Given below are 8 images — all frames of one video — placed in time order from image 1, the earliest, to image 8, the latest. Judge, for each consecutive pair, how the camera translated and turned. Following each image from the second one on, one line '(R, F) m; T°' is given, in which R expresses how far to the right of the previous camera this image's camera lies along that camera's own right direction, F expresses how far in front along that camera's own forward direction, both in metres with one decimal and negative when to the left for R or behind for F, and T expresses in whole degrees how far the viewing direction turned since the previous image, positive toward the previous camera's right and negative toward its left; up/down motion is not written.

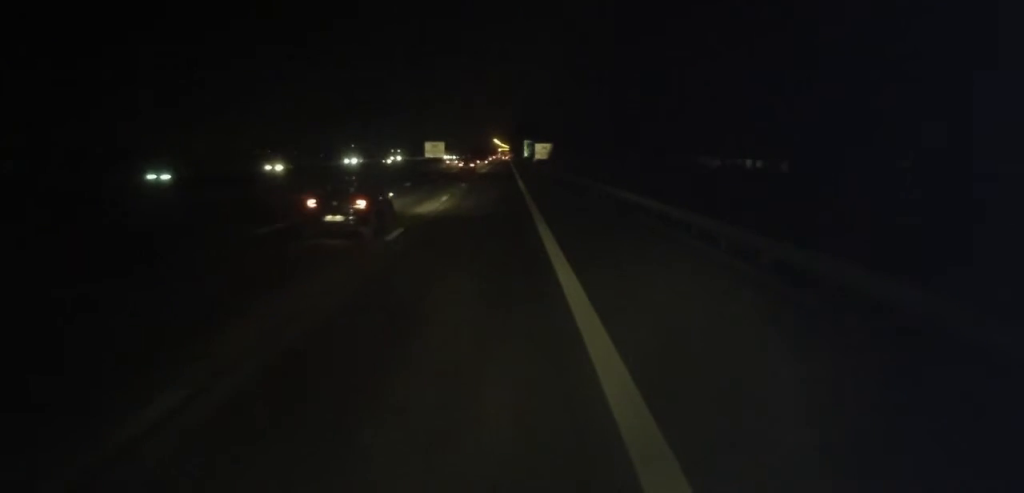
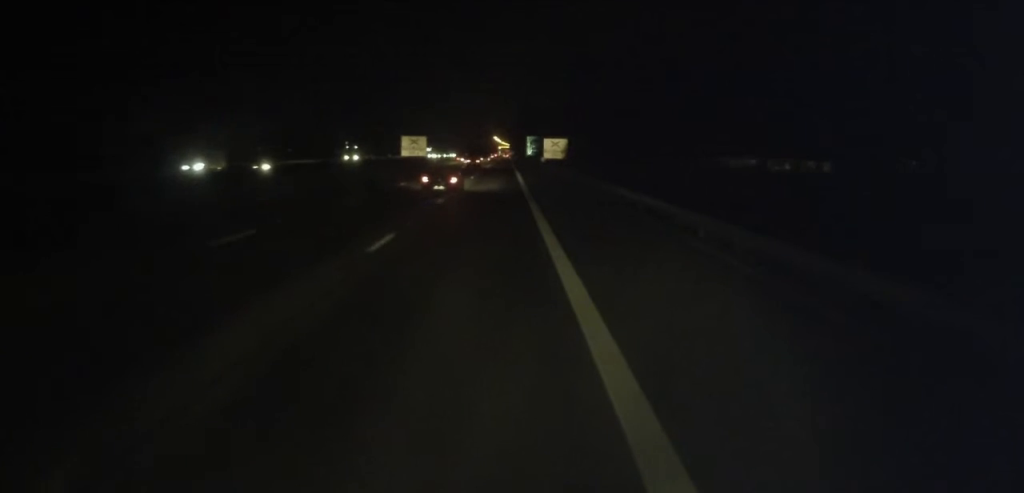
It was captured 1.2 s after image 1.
(-0.1, +27.5) m; 0°
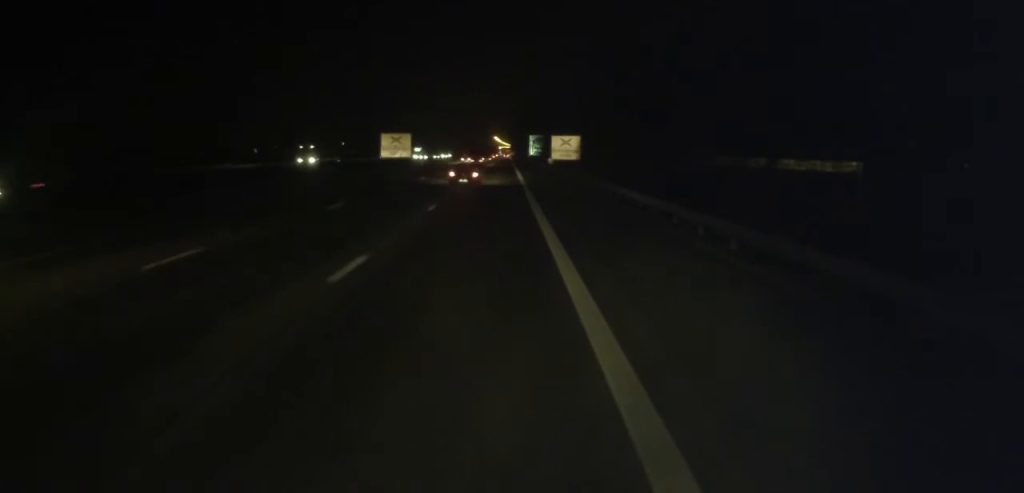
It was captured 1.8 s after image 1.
(+0.1, +15.7) m; 0°
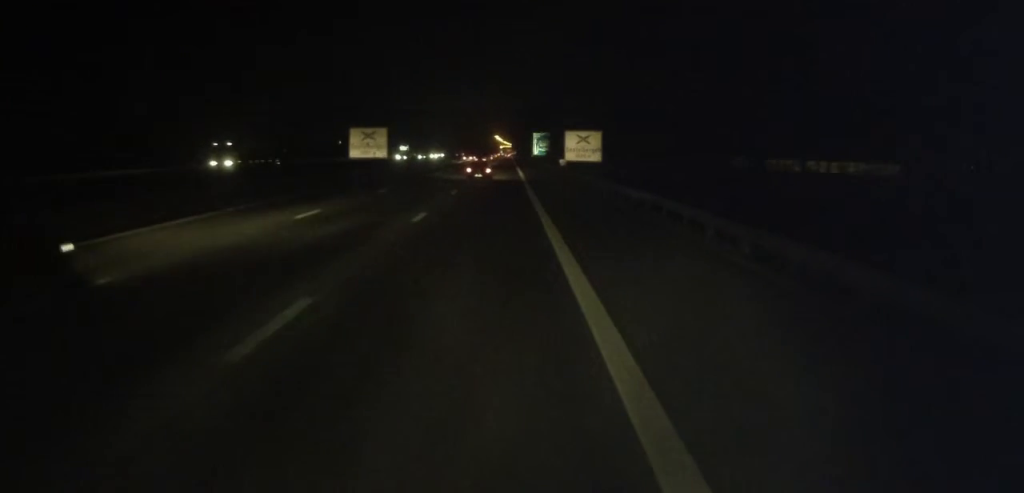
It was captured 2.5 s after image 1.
(0.0, +16.5) m; 0°
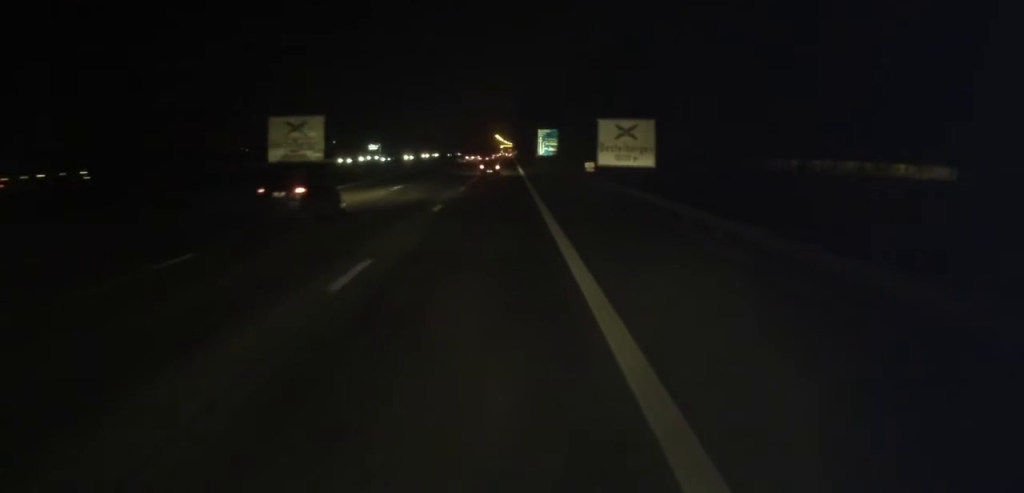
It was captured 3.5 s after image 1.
(0.0, +22.0) m; 0°
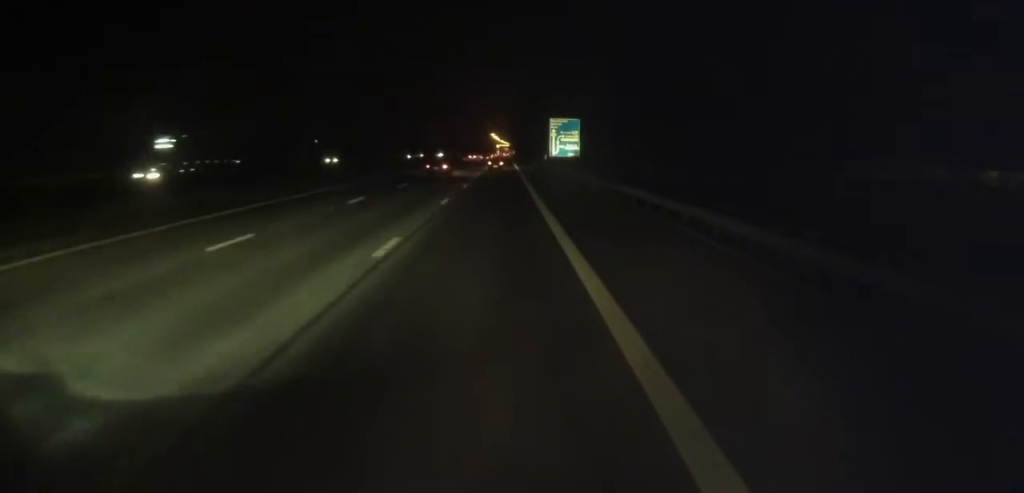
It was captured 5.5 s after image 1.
(0.0, +47.1) m; 0°
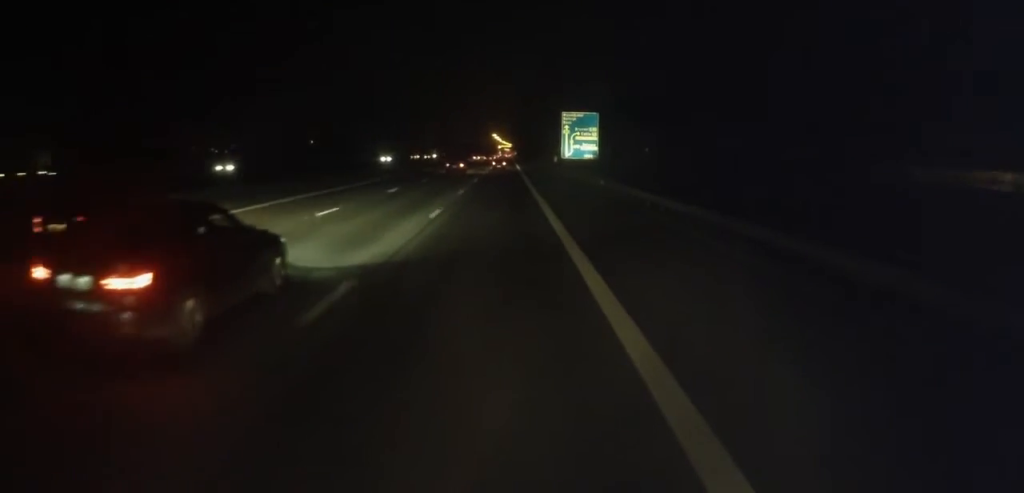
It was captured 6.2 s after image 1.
(+0.1, +17.3) m; 0°
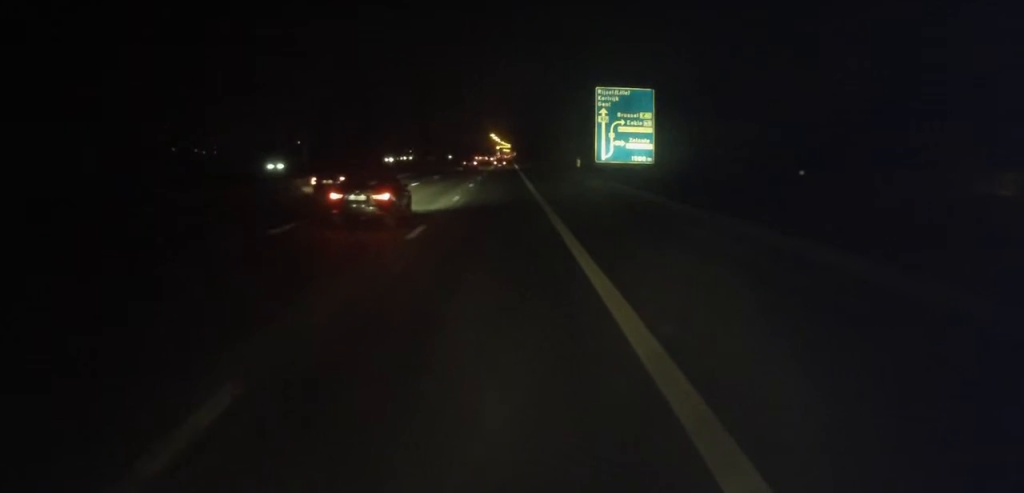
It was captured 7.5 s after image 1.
(-0.1, +29.8) m; 0°
